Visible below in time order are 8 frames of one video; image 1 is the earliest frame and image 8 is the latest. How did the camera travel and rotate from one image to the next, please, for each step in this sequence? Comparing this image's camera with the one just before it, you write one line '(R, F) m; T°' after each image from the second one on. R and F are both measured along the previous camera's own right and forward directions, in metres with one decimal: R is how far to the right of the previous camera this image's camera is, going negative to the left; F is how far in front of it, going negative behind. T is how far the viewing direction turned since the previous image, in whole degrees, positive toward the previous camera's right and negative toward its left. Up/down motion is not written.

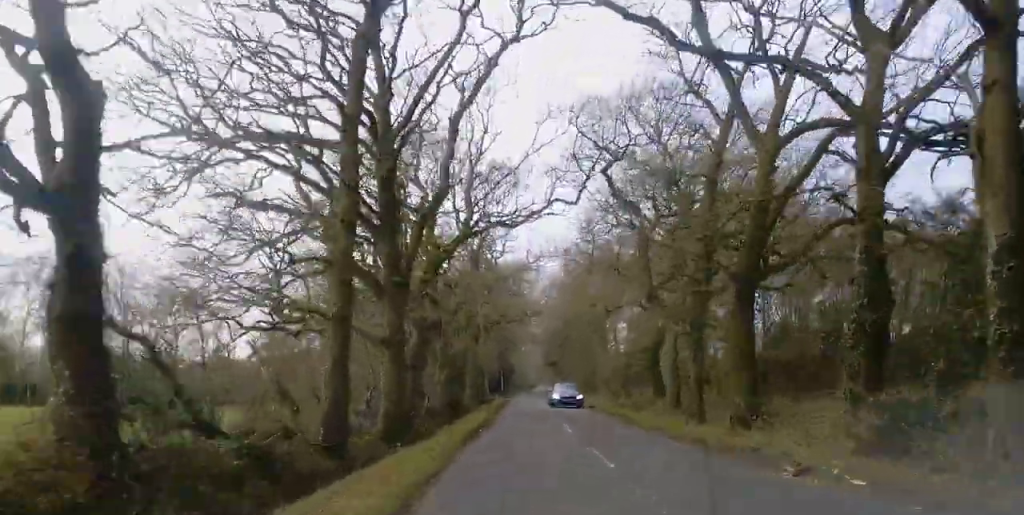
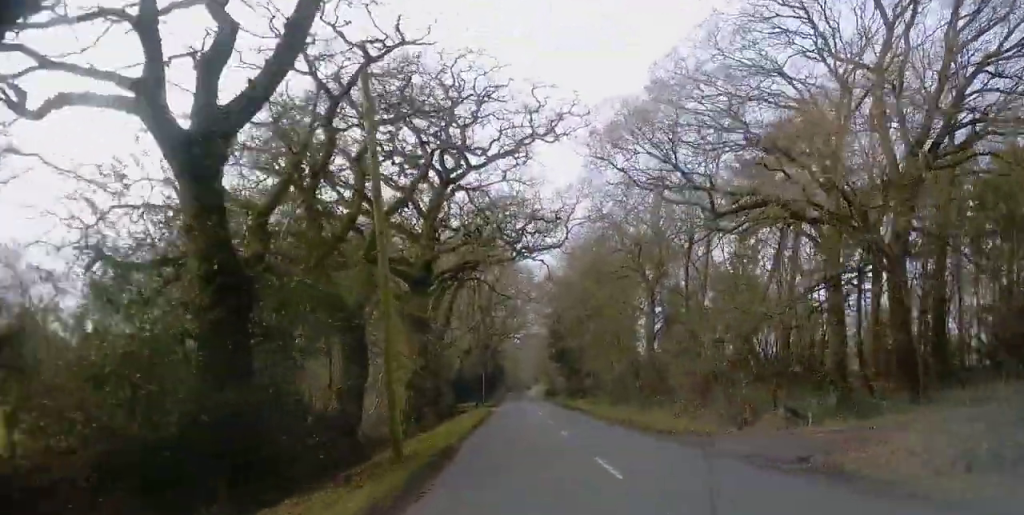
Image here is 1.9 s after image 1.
(+0.4, +35.7) m; +1°
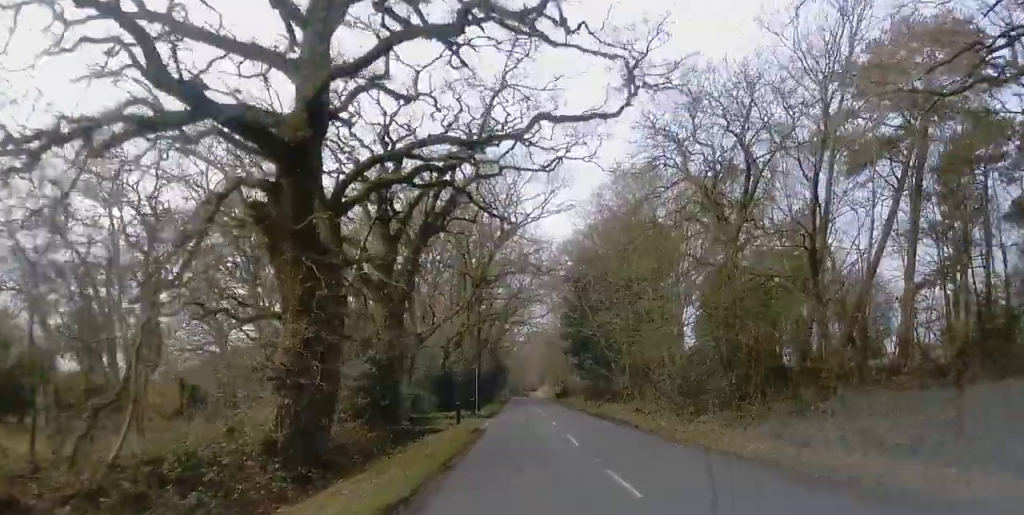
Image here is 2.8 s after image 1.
(-0.1, +18.8) m; 0°
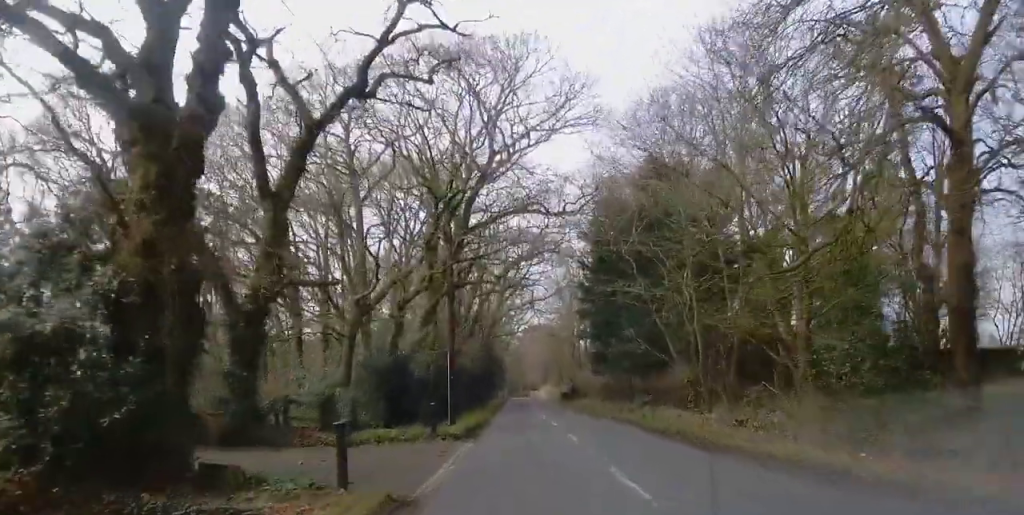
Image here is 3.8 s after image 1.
(0.0, +18.3) m; 0°
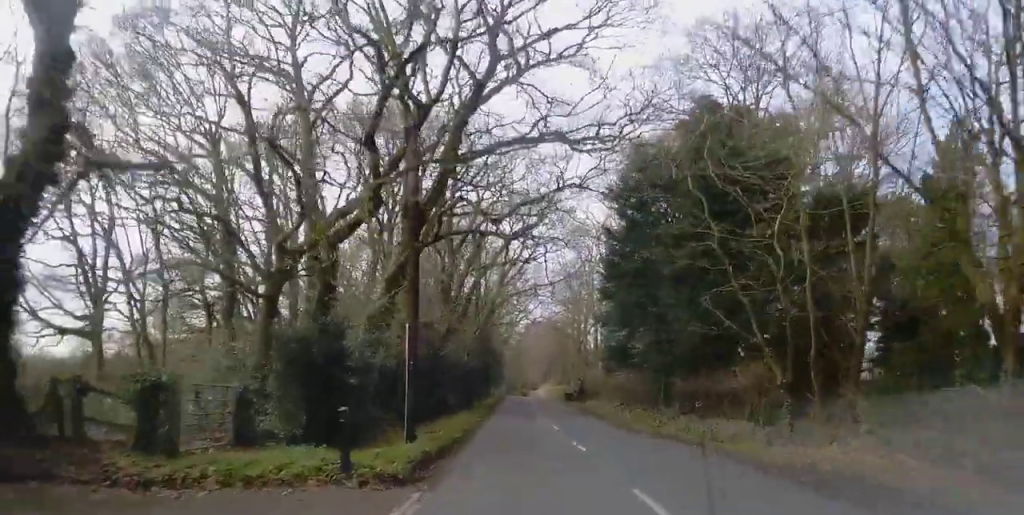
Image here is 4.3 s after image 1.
(0.0, +10.9) m; 0°
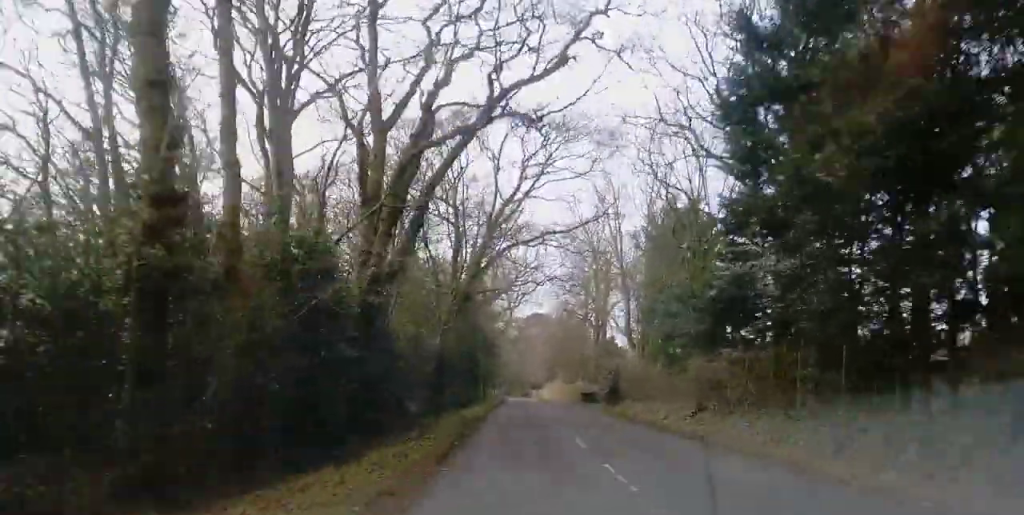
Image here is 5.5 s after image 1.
(-0.1, +23.8) m; -2°
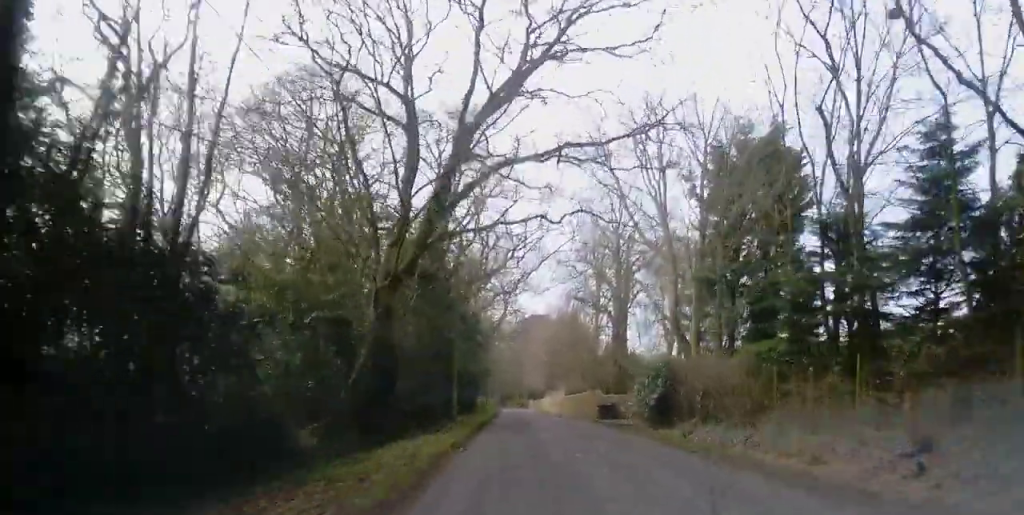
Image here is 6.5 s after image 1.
(-0.5, +18.5) m; 0°
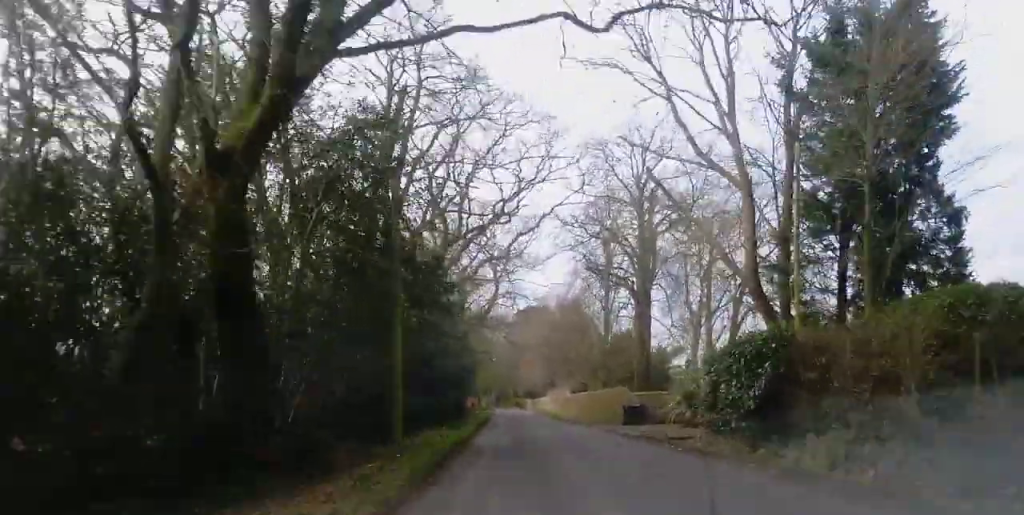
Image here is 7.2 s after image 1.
(+0.3, +14.4) m; +2°
